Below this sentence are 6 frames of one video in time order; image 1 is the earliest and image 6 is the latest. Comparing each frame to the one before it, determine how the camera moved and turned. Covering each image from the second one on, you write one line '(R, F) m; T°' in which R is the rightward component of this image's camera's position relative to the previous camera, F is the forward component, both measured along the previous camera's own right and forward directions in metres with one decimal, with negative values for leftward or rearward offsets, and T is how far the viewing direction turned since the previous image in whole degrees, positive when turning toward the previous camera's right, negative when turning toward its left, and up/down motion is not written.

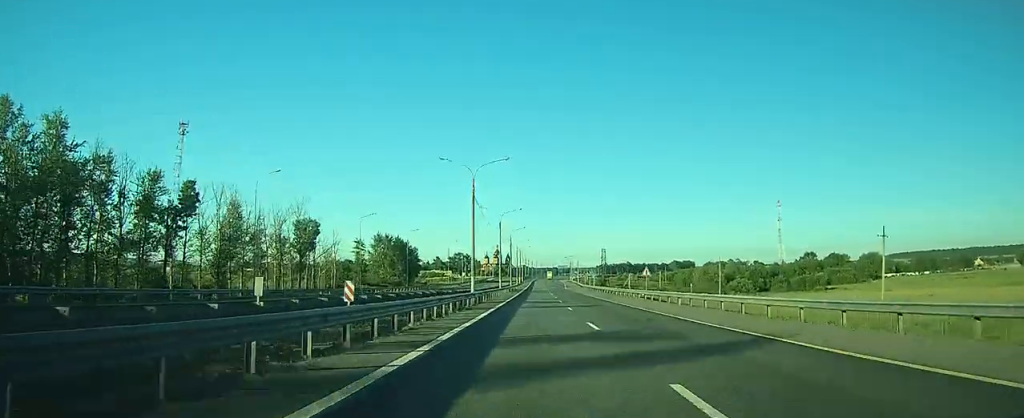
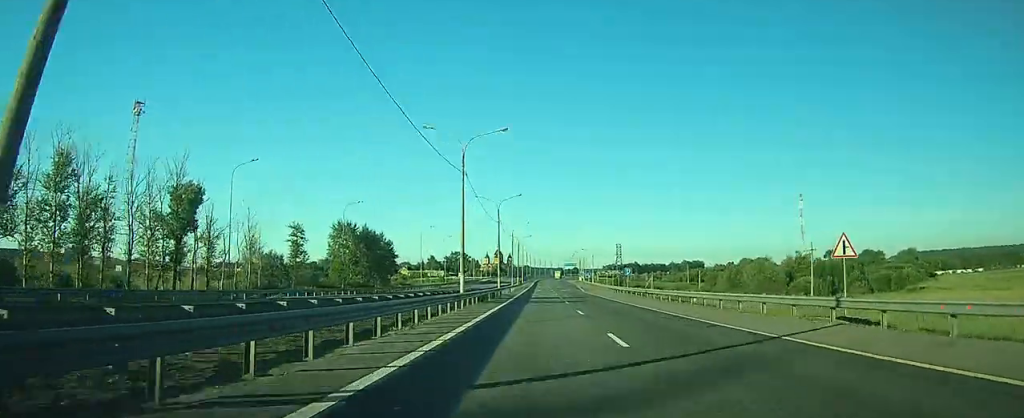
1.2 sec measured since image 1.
(-0.2, +41.4) m; 0°
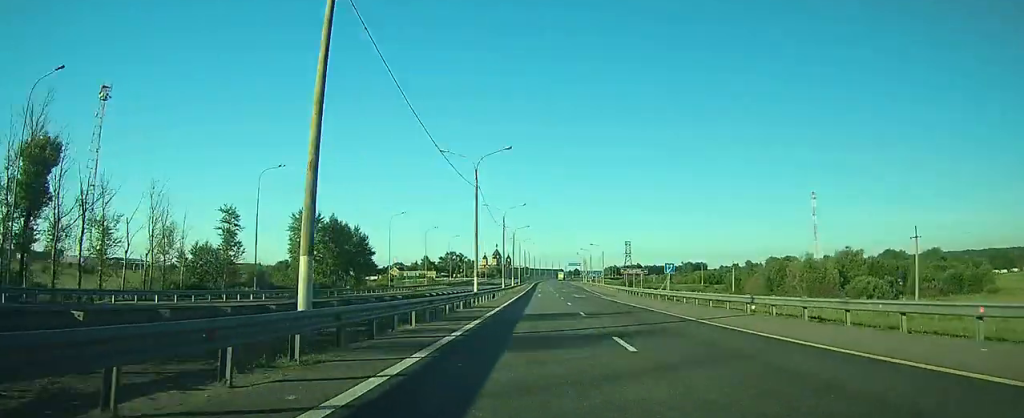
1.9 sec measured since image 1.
(-0.1, +25.0) m; 0°
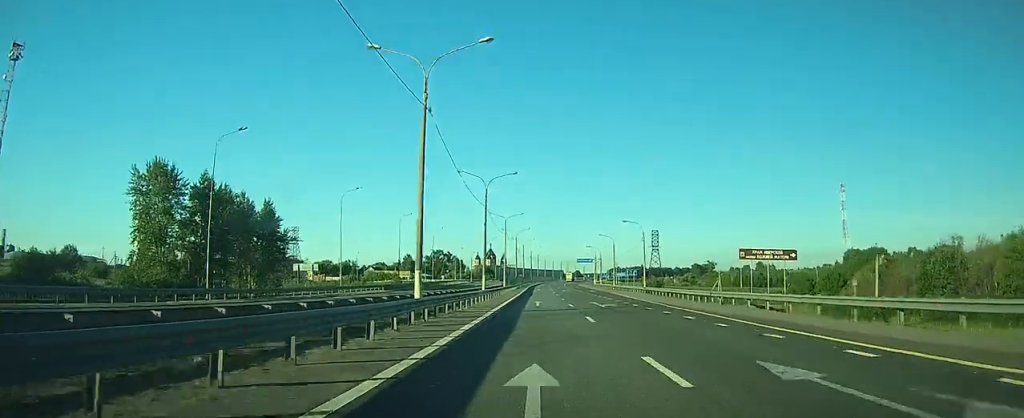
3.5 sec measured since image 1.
(-0.5, +52.7) m; 0°
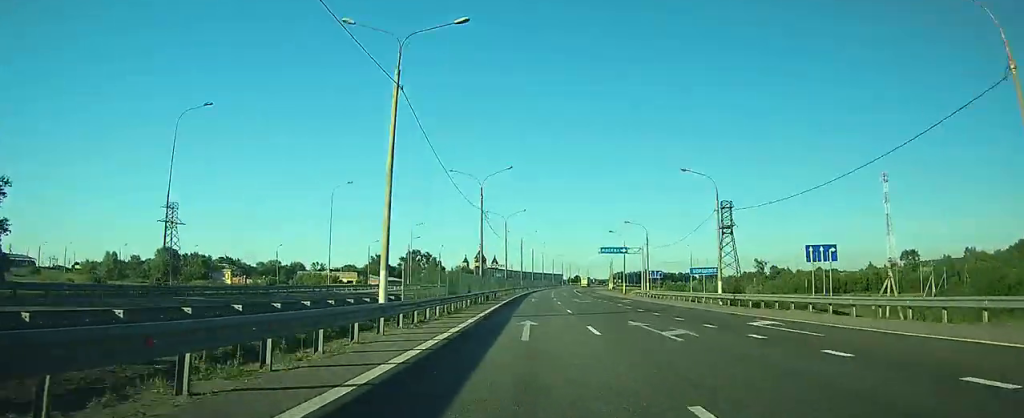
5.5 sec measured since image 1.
(+1.1, +64.4) m; +1°
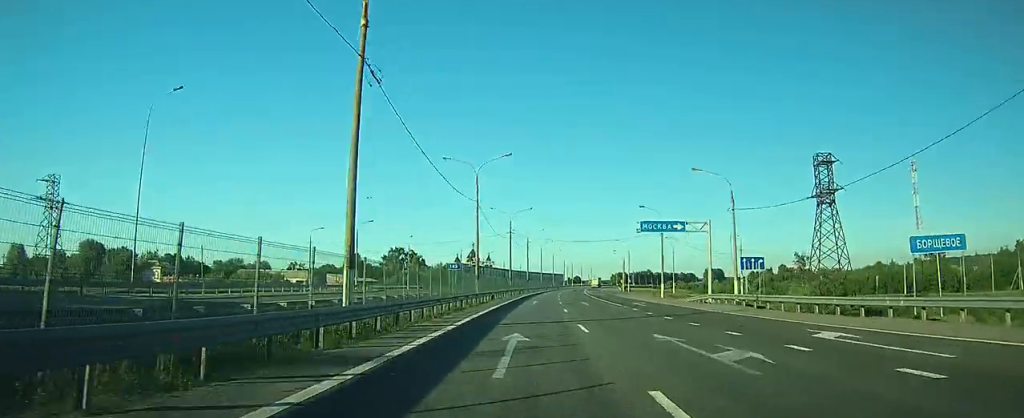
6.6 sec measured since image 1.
(-0.2, +35.3) m; 0°
